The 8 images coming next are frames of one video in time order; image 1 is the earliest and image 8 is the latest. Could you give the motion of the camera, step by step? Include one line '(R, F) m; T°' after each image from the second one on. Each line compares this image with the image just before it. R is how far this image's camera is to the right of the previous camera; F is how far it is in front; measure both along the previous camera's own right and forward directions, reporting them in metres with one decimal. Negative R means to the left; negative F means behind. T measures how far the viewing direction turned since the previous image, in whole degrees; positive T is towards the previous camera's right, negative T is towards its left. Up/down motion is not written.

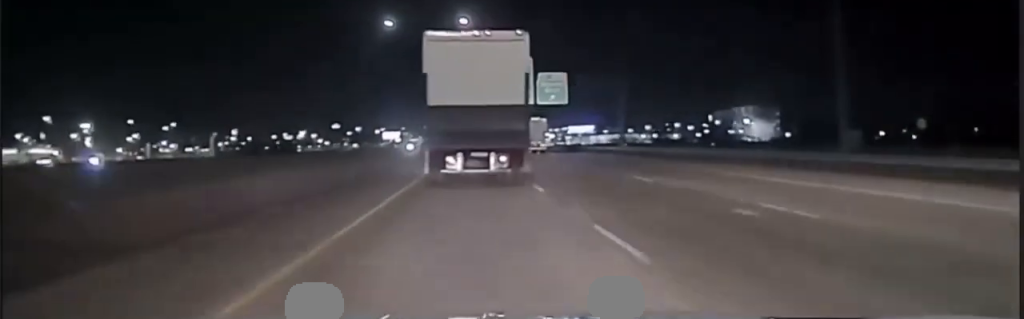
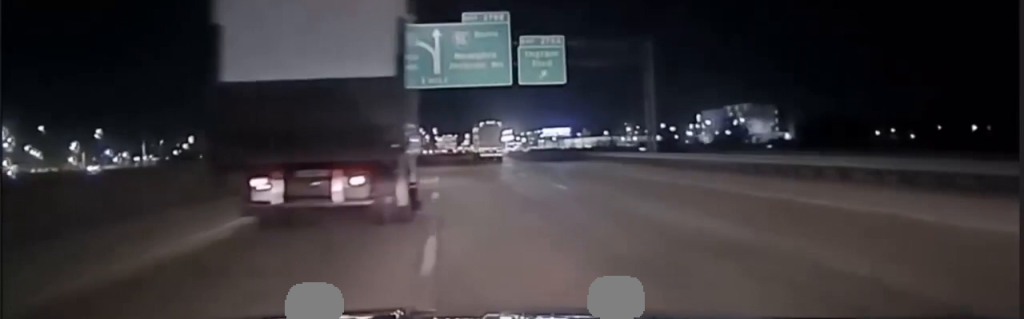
(+0.6, +34.4) m; +1°
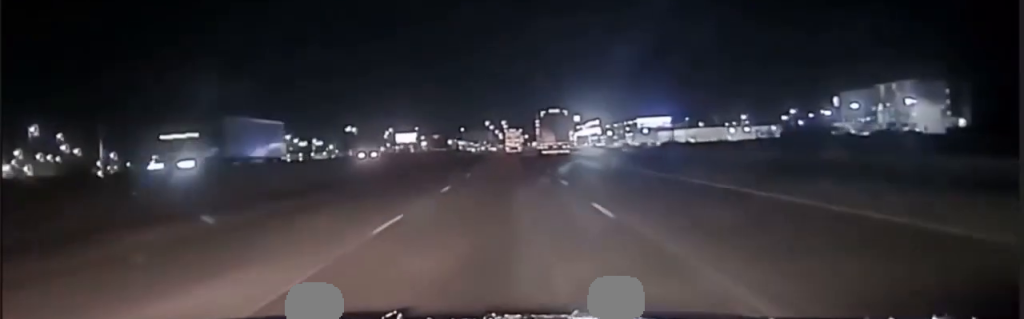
(-2.4, +87.9) m; -3°
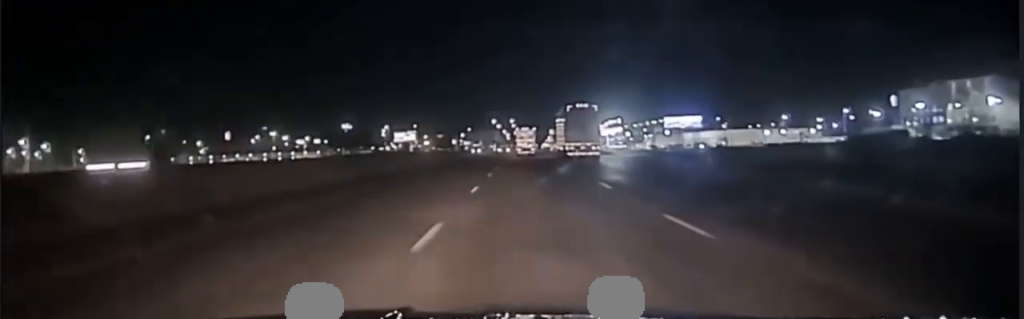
(-0.6, +43.9) m; -1°
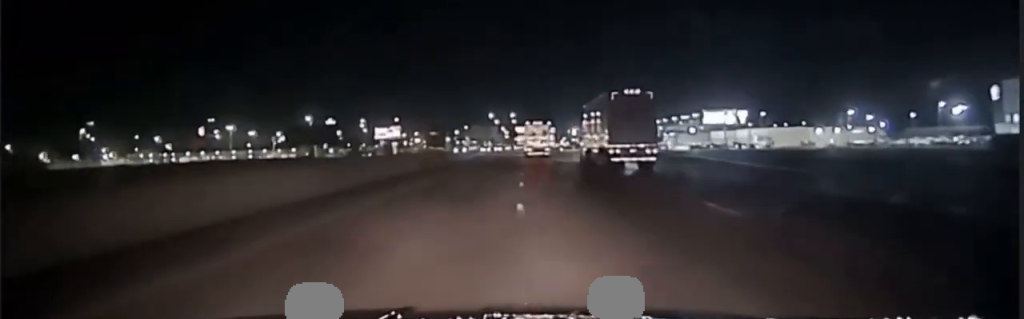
(+0.1, +60.0) m; 0°
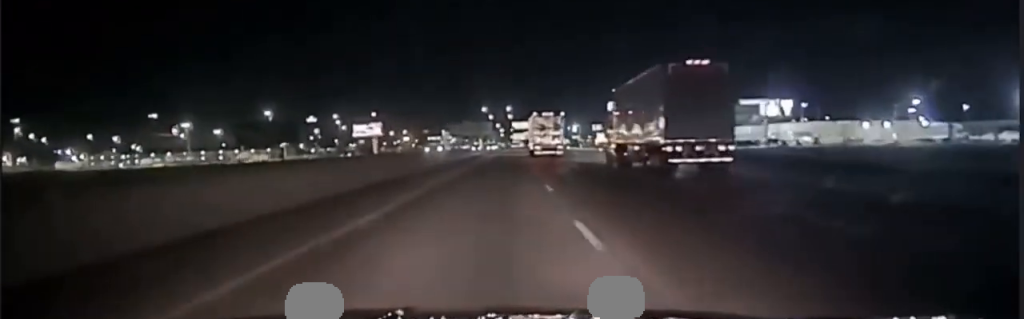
(0.0, +40.4) m; 0°
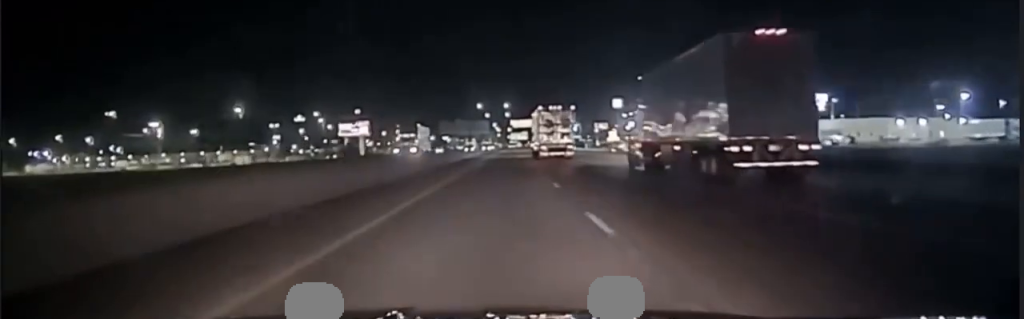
(+0.1, +21.3) m; 0°
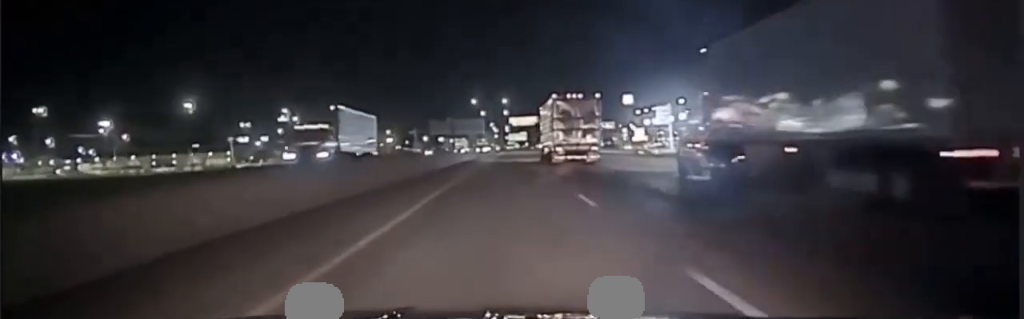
(+0.1, +28.3) m; 0°
